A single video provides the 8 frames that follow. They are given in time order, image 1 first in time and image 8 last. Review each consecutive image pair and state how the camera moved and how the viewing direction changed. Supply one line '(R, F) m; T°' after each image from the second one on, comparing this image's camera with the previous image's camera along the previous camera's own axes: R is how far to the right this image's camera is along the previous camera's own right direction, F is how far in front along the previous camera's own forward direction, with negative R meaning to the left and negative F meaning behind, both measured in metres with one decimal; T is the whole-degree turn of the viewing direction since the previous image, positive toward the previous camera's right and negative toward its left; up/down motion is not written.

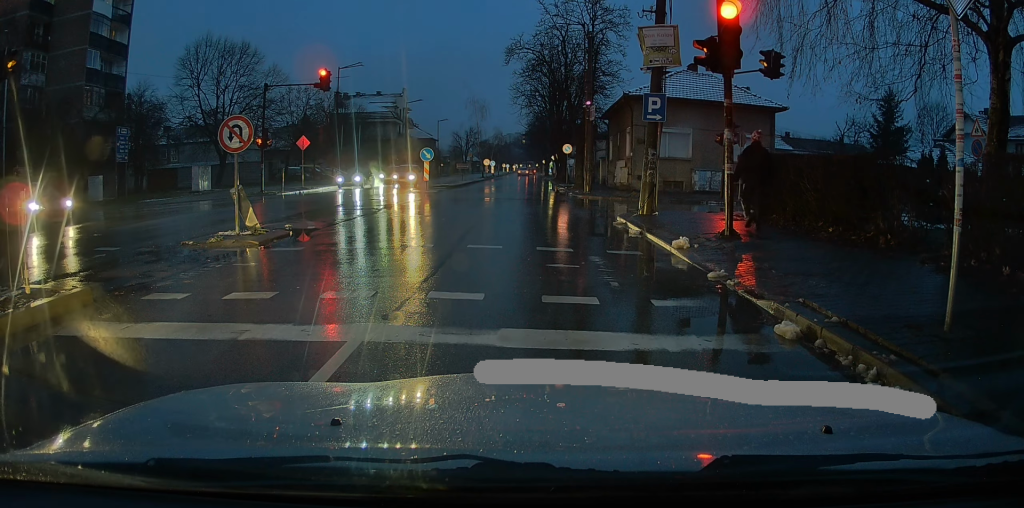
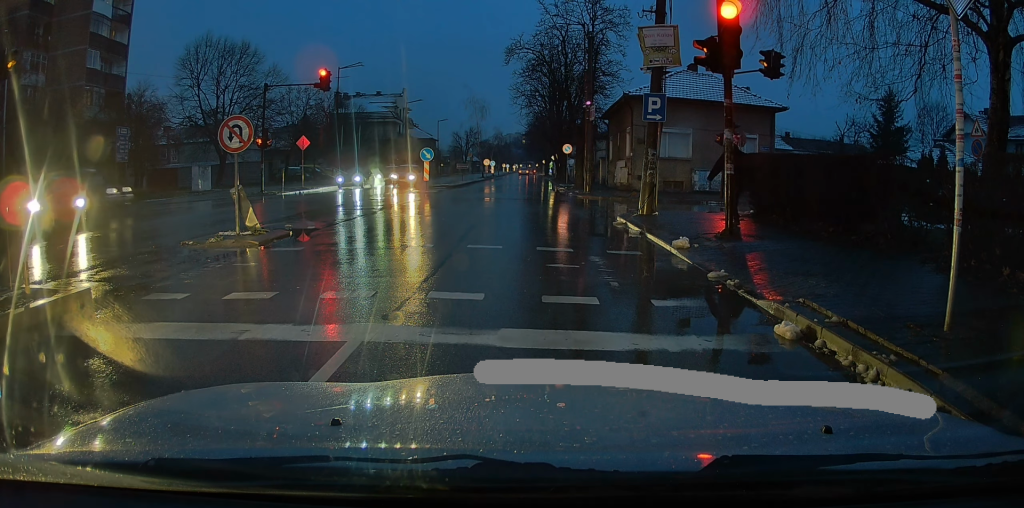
(0.0, 0.0) m; 0°
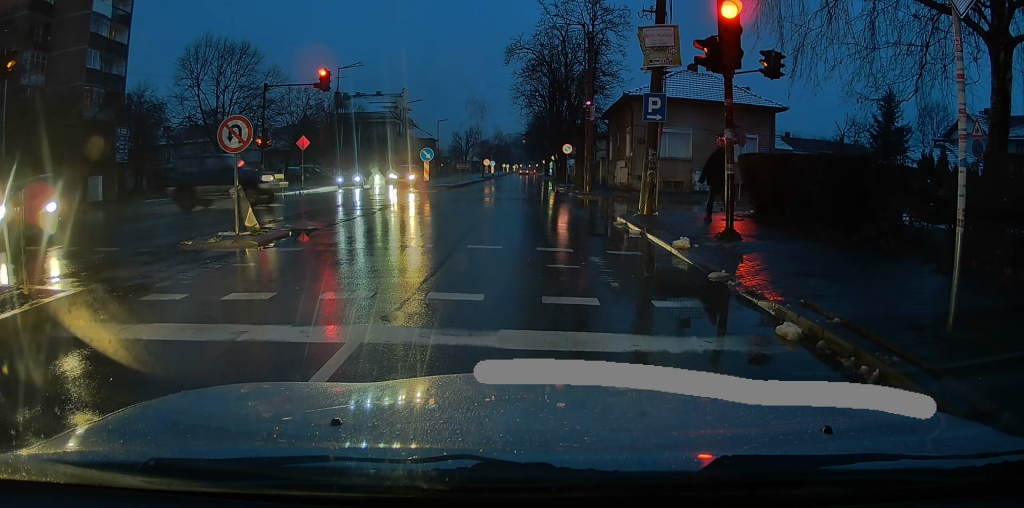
(0.0, 0.0) m; 0°
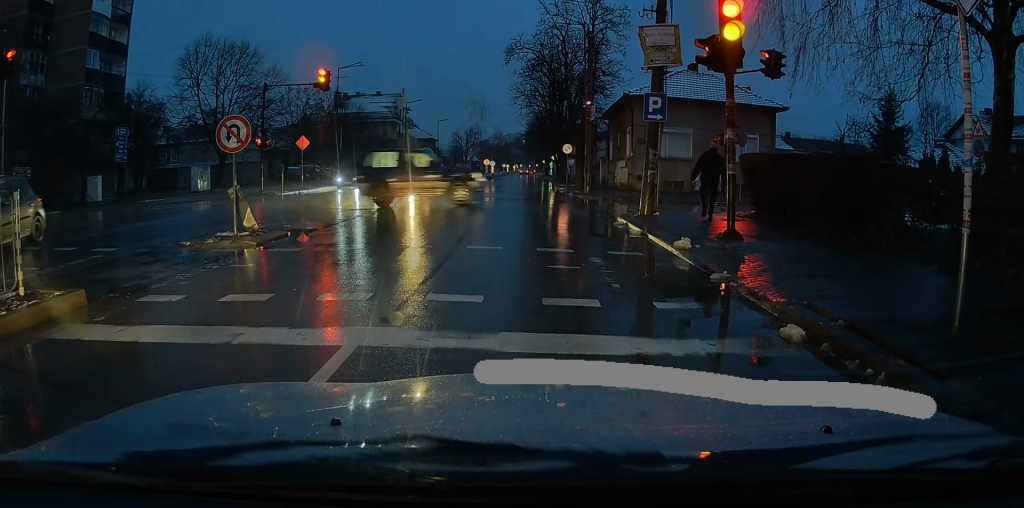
(0.0, 0.0) m; 0°
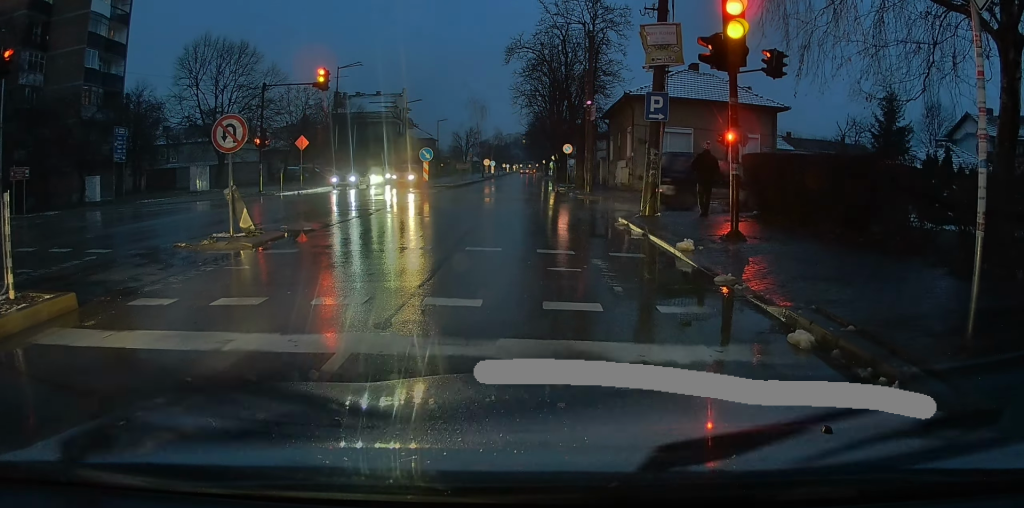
(0.0, 0.0) m; 0°
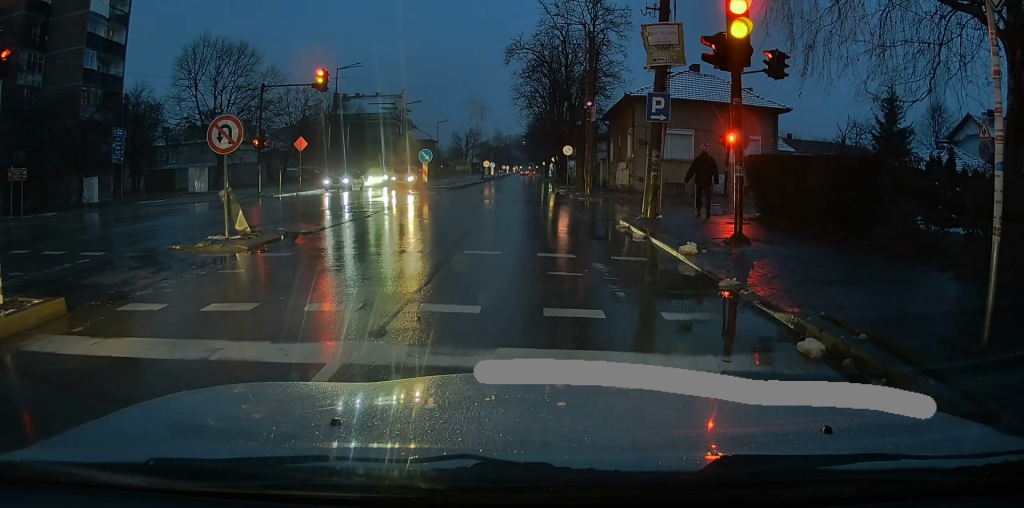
(0.0, +0.1) m; 0°
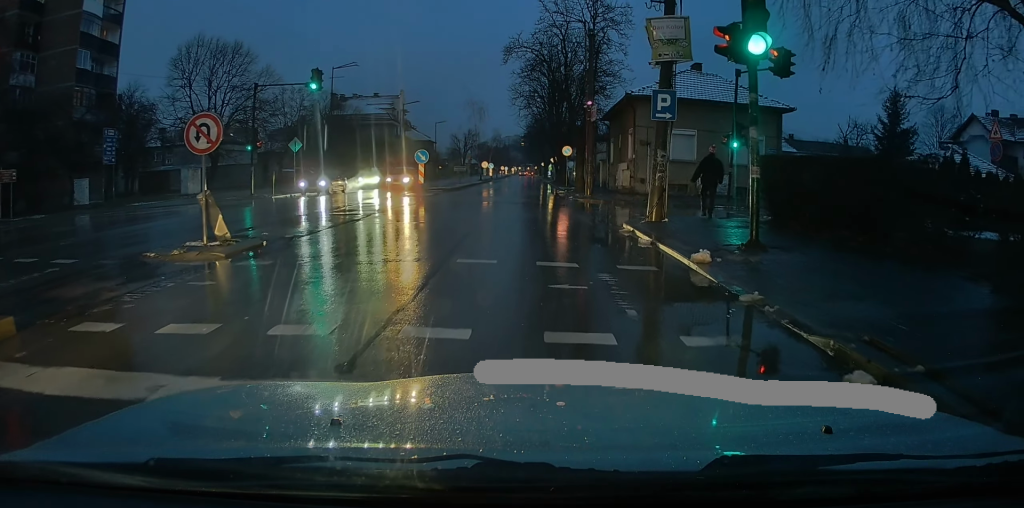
(0.0, +0.7) m; +3°
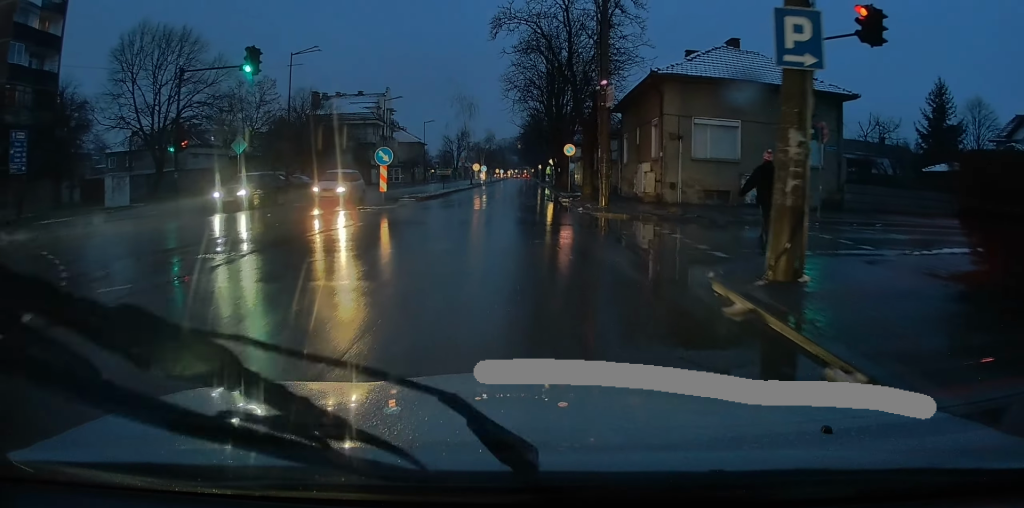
(-0.4, +8.9) m; -4°
